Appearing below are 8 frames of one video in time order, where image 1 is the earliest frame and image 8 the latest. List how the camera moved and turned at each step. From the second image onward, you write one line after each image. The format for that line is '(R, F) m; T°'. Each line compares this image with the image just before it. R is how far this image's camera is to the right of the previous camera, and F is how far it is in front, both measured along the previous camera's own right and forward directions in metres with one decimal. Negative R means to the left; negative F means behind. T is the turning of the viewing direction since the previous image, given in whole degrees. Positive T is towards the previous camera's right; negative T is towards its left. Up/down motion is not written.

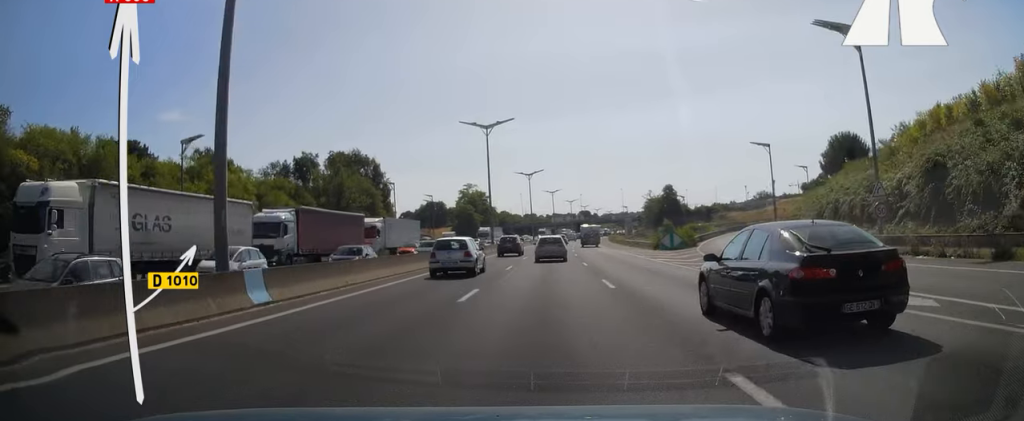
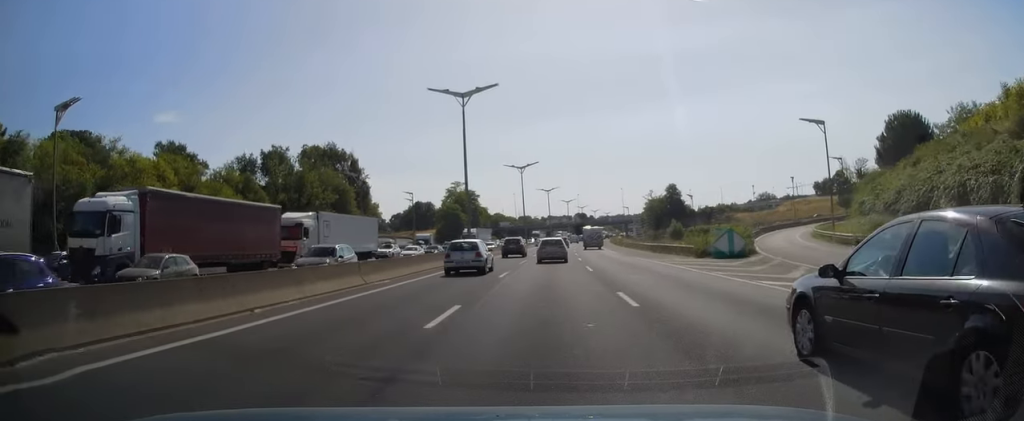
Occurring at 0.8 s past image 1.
(+0.1, +16.6) m; 0°
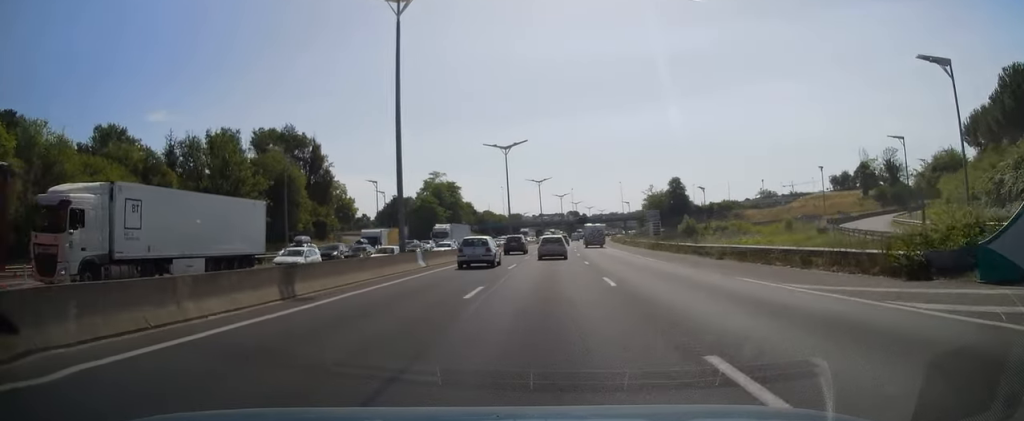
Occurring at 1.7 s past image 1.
(-0.2, +21.7) m; 0°
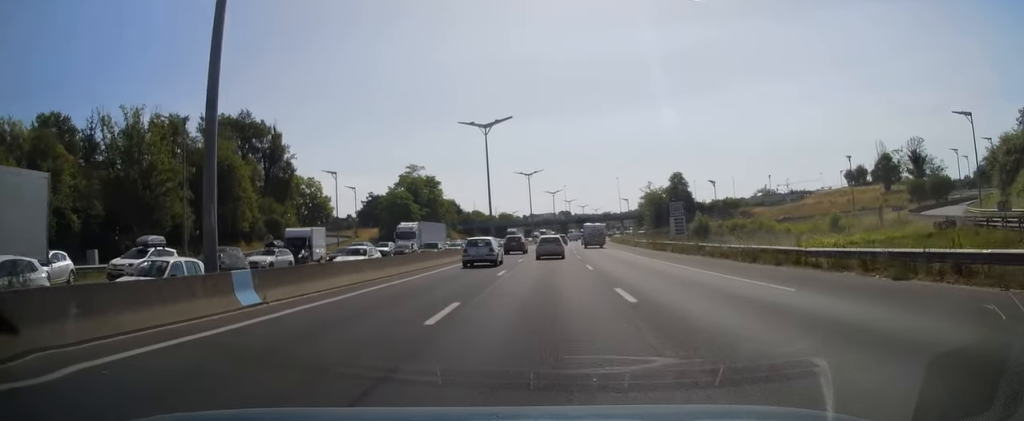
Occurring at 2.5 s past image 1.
(+0.2, +17.1) m; +1°
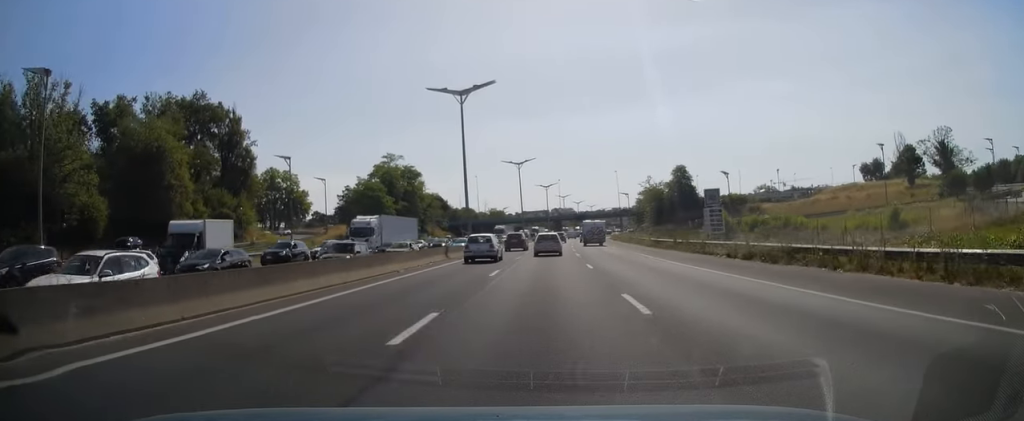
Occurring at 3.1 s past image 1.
(0.0, +15.0) m; +1°
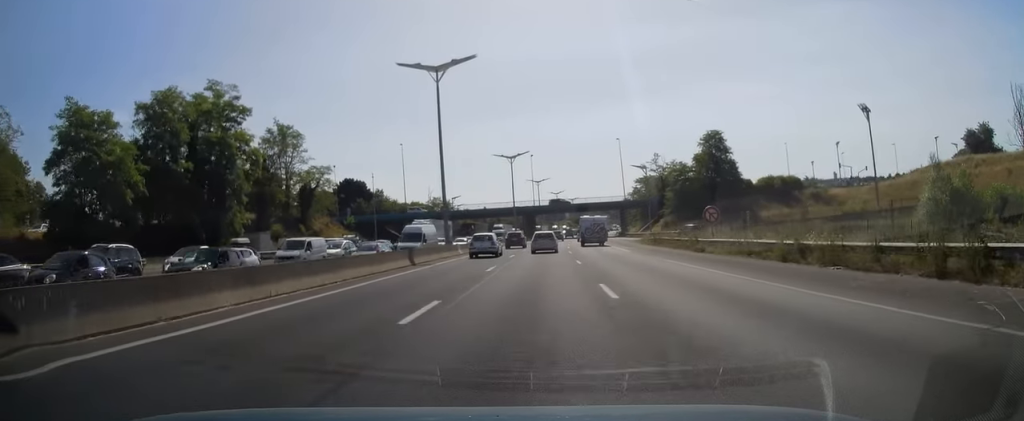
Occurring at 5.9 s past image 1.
(+2.0, +63.1) m; +3°
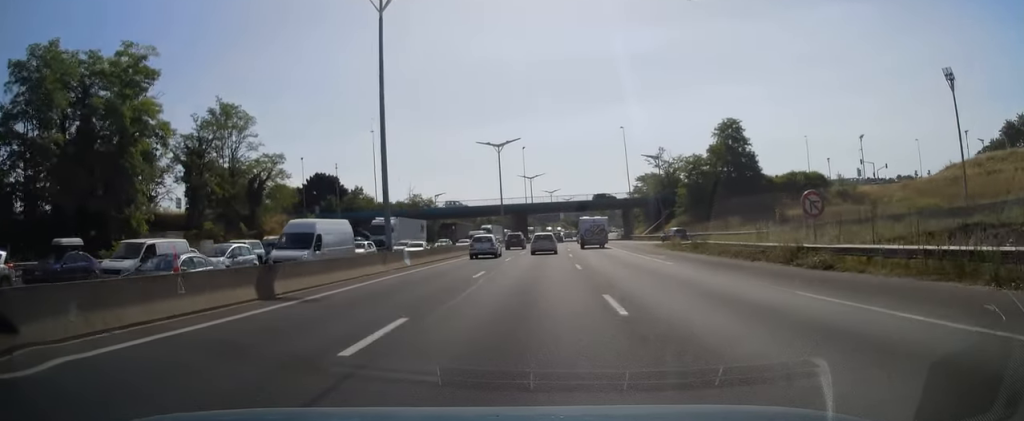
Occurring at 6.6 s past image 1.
(+0.1, +15.4) m; +1°
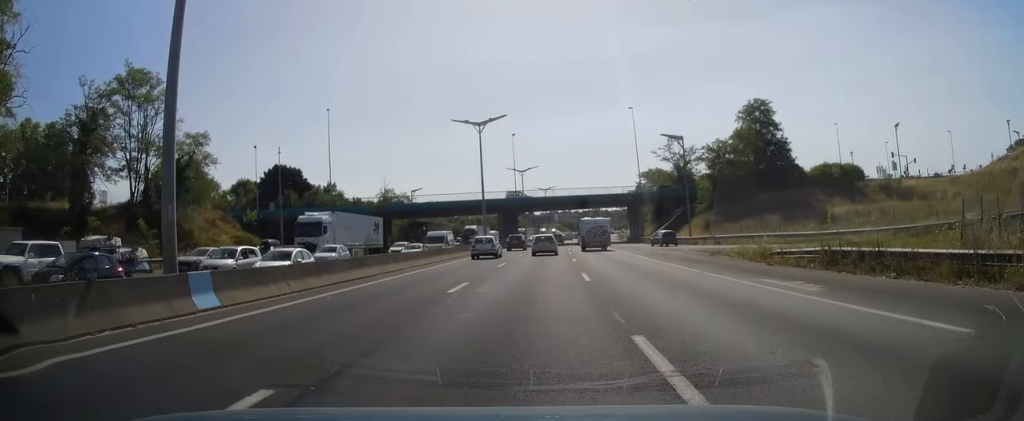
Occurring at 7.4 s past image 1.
(+0.1, +17.8) m; 0°
